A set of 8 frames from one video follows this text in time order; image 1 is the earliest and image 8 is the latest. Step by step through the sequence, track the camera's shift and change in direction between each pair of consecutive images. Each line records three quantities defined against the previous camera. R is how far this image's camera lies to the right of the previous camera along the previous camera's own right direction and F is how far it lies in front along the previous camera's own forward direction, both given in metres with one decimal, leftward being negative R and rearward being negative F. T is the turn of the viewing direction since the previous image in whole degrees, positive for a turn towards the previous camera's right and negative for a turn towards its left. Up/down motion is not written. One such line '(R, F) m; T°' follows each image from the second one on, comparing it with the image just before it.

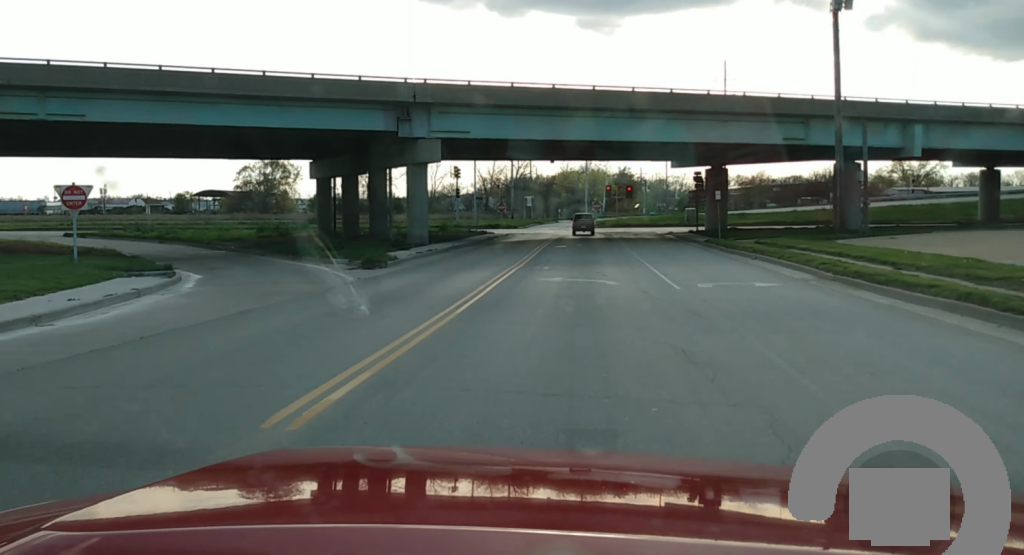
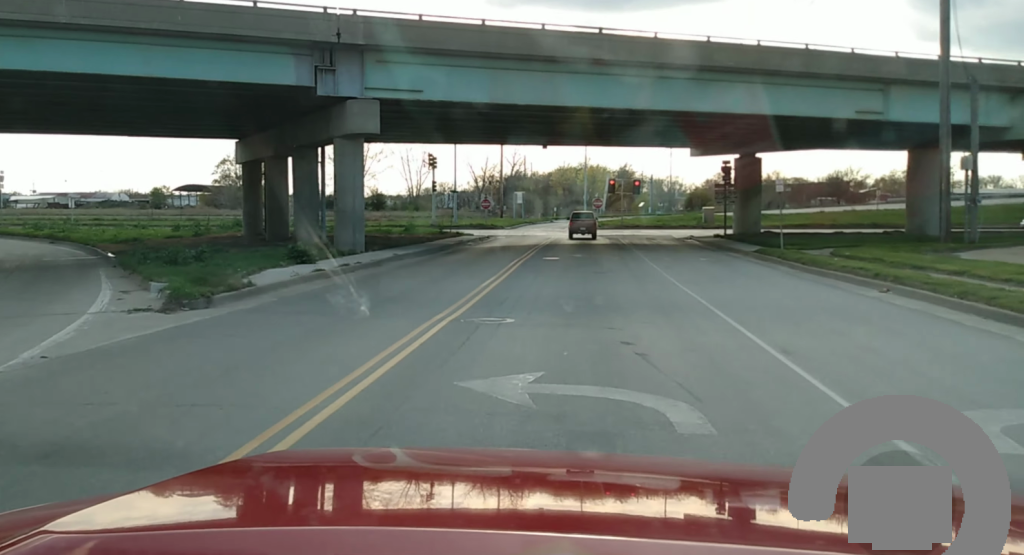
(0.0, +18.4) m; 0°
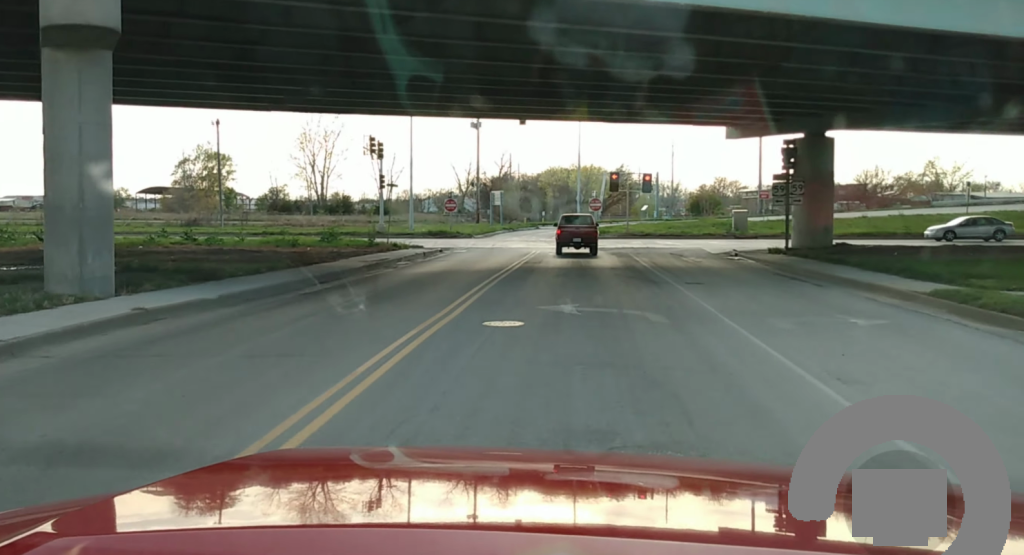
(0.0, +21.4) m; 0°
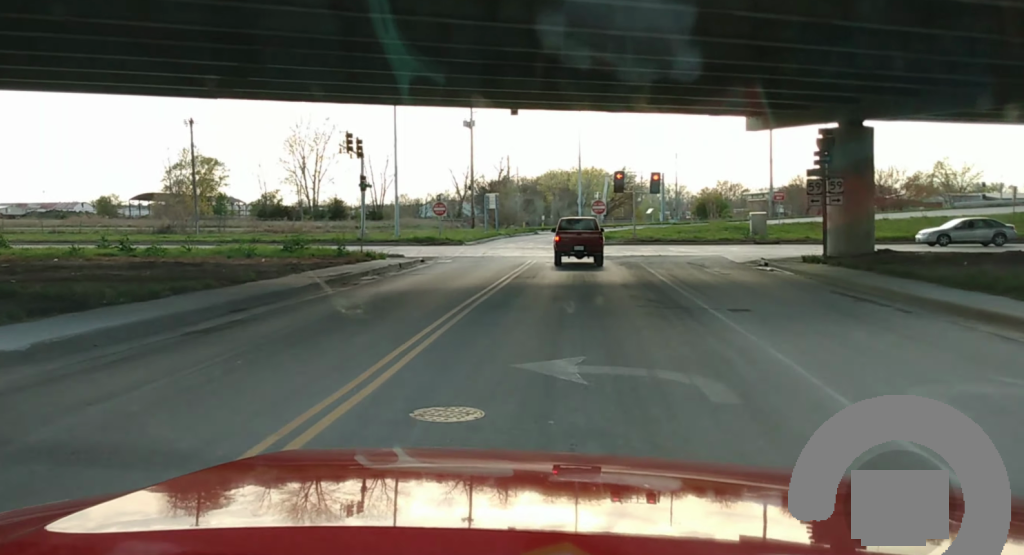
(0.0, +6.3) m; +1°
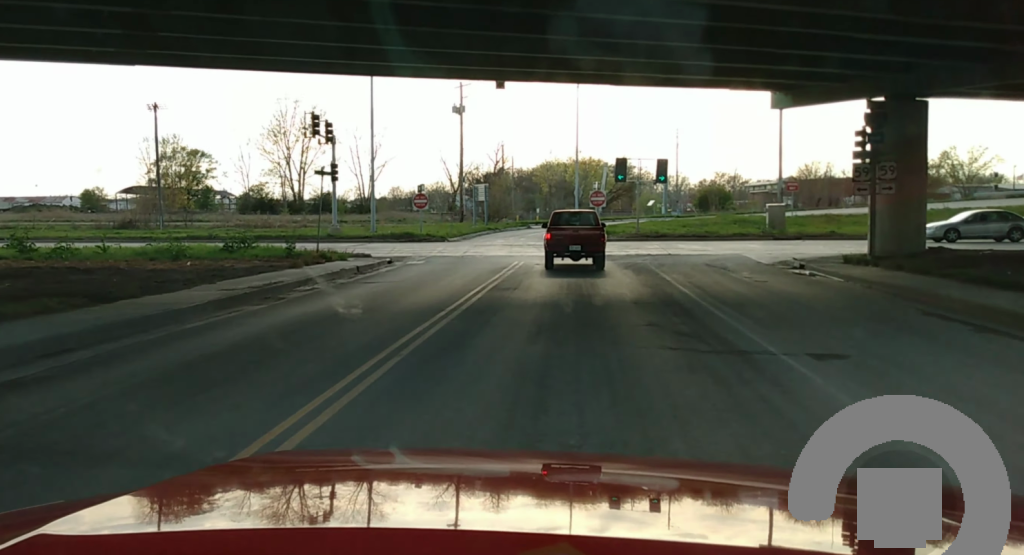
(0.0, +6.7) m; +2°
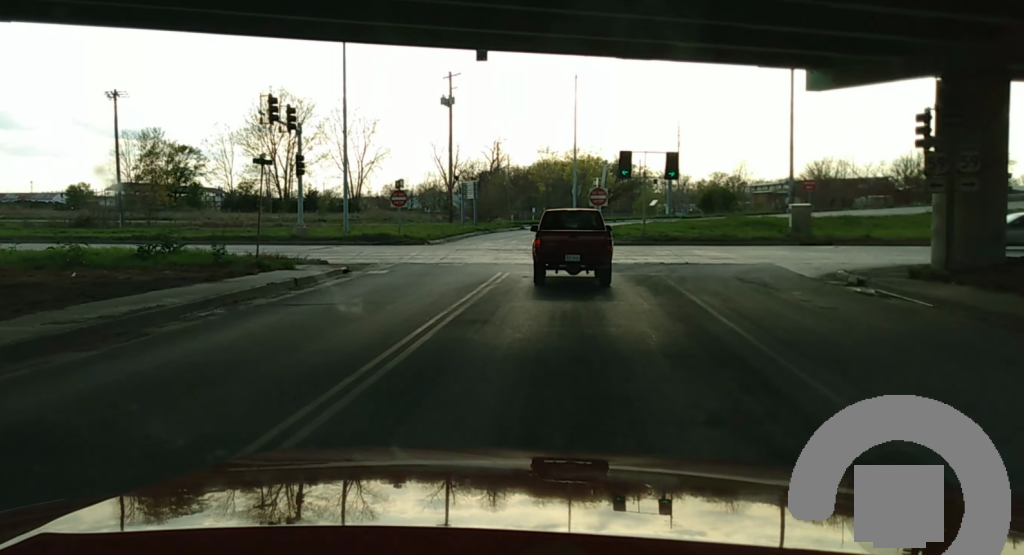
(+0.3, +6.9) m; +2°
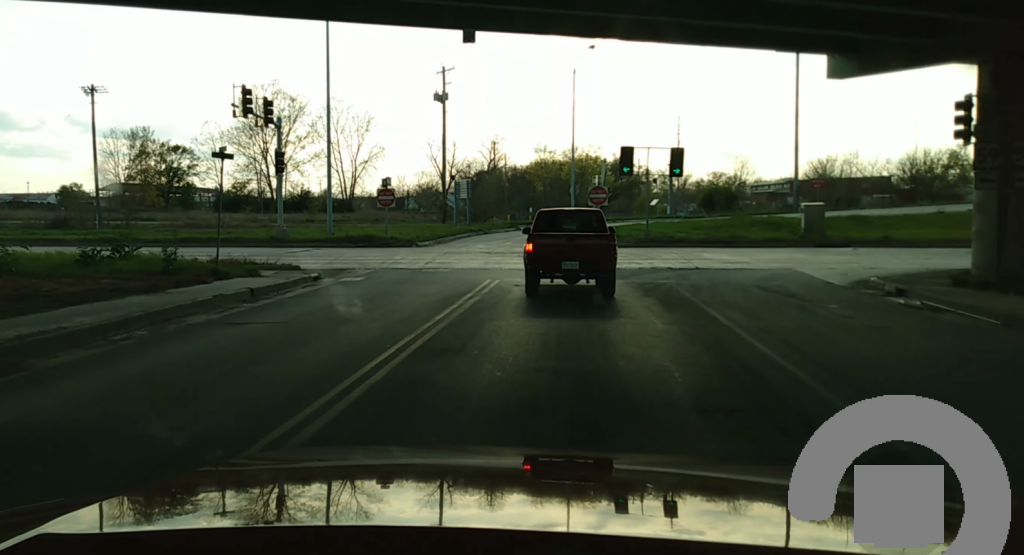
(0.0, +3.1) m; -4°
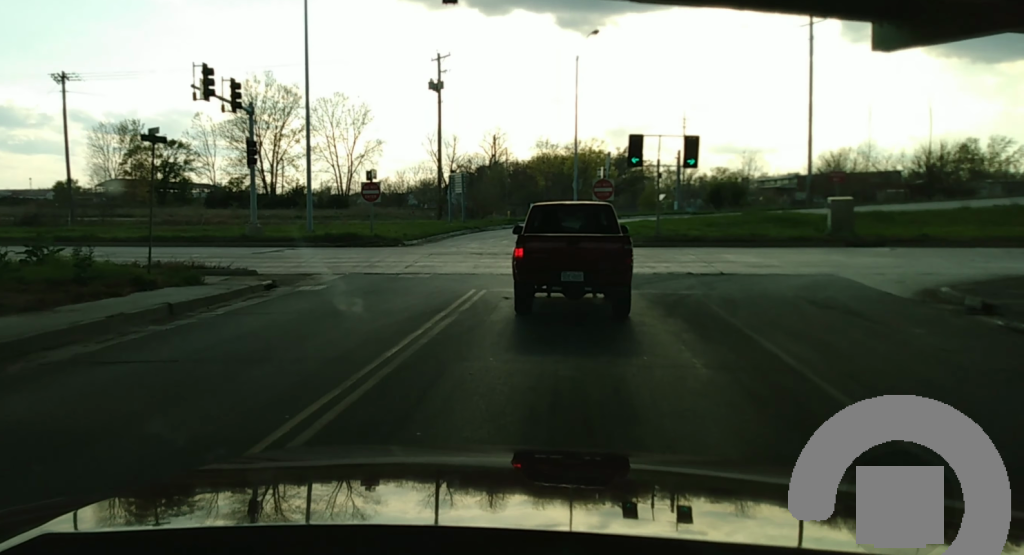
(-0.2, +4.8) m; -3°
